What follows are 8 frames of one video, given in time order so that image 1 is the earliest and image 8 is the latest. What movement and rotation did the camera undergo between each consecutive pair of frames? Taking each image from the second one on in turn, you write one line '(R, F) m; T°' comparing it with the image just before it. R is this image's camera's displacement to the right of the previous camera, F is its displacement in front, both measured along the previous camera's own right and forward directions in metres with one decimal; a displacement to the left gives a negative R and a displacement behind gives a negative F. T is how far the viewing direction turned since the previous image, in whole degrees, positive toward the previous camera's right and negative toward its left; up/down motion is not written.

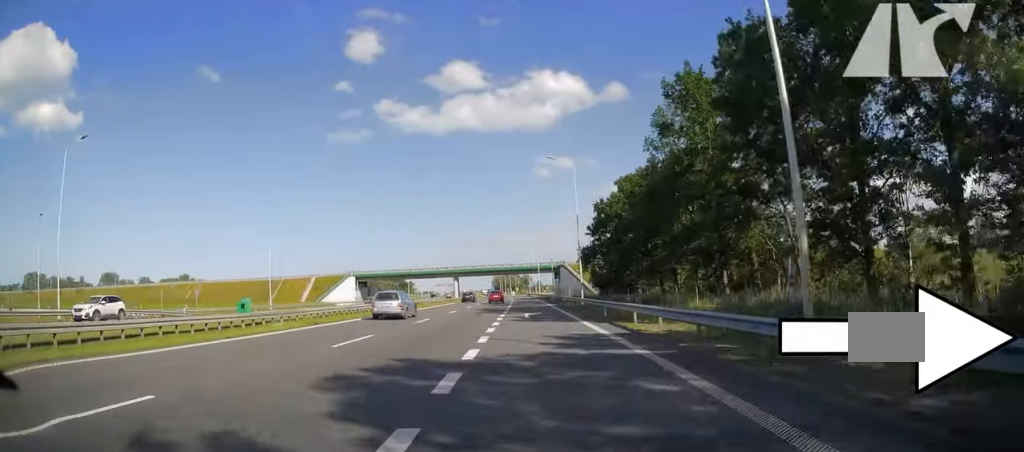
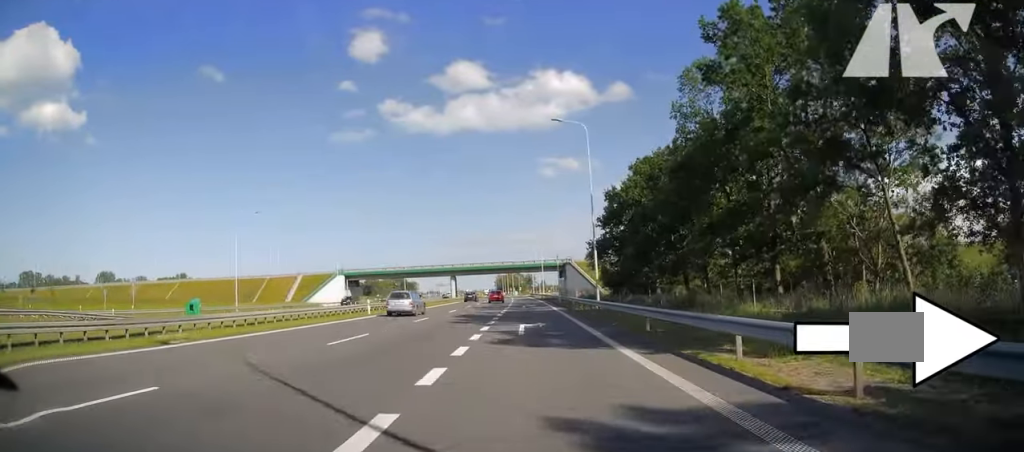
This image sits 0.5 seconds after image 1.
(+0.1, +11.6) m; 0°
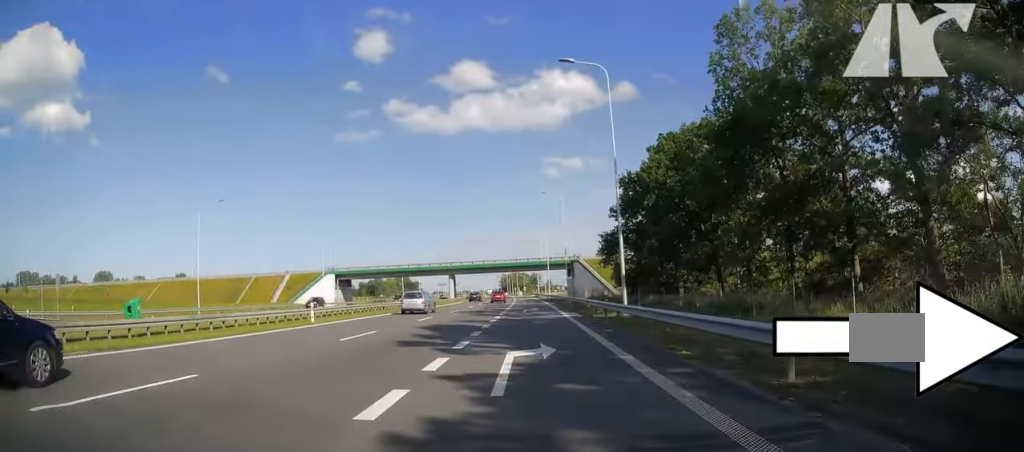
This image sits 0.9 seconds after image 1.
(-0.1, +10.6) m; -1°
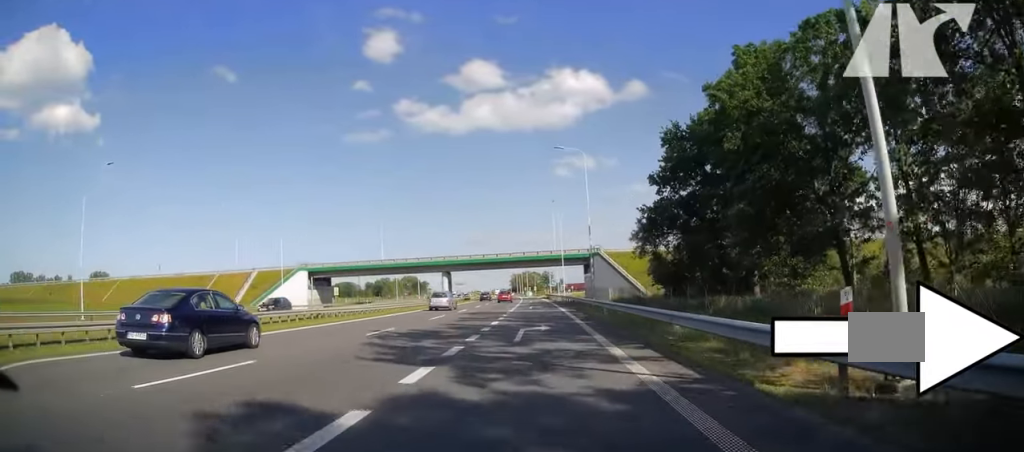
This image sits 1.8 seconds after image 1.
(-0.3, +21.7) m; -1°
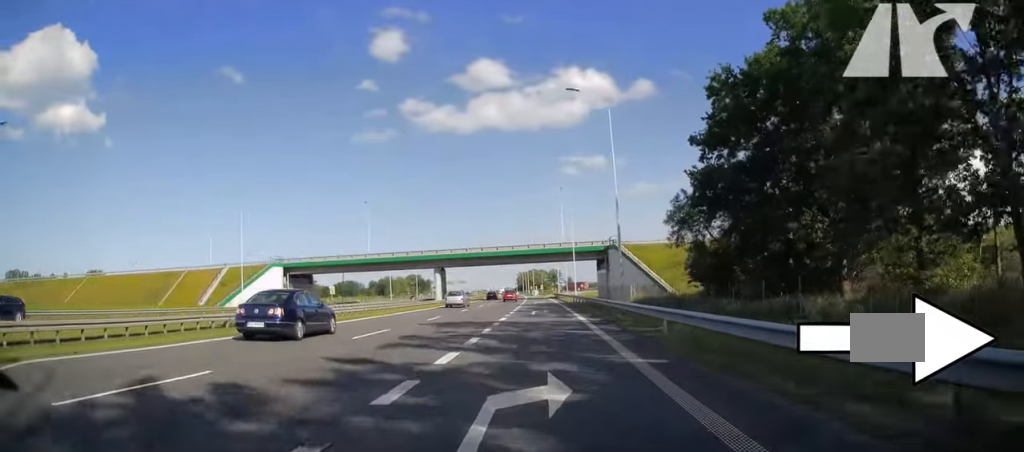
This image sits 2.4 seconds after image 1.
(-0.1, +13.8) m; -1°
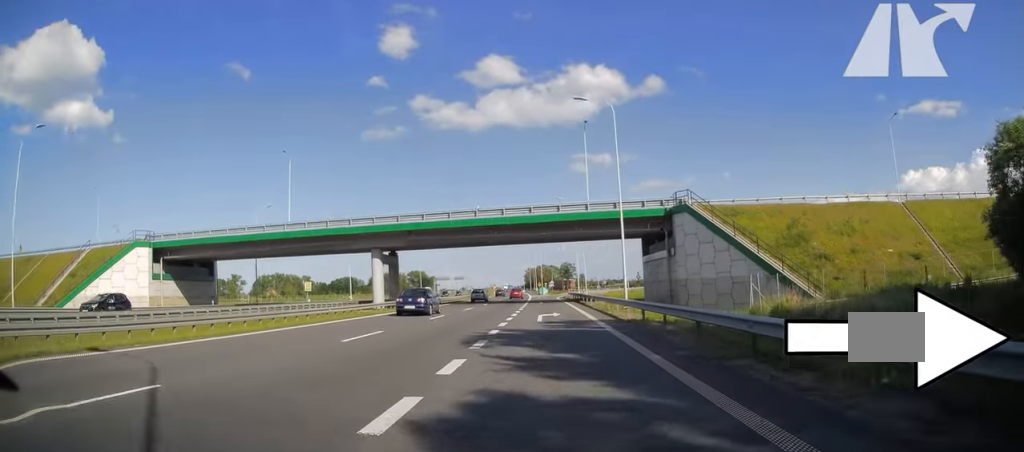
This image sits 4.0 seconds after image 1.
(-0.5, +37.8) m; -1°
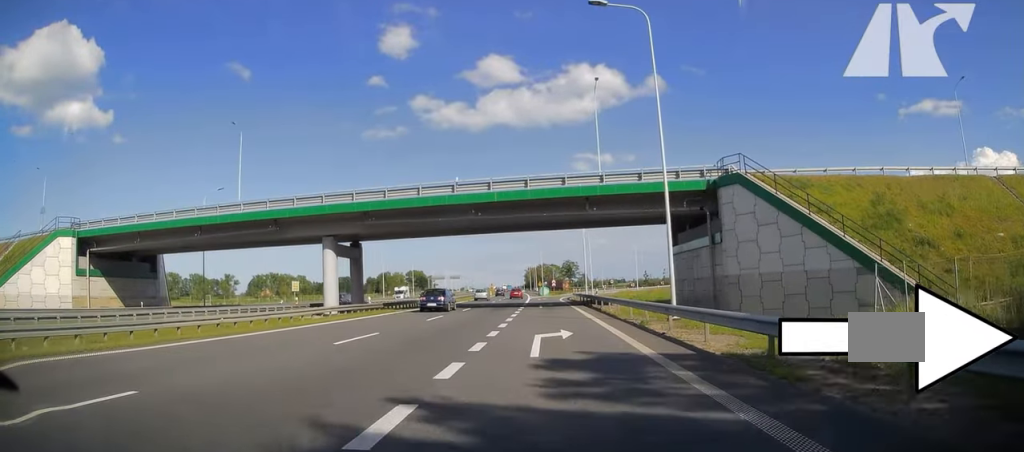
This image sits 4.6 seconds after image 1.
(+0.1, +12.8) m; 0°
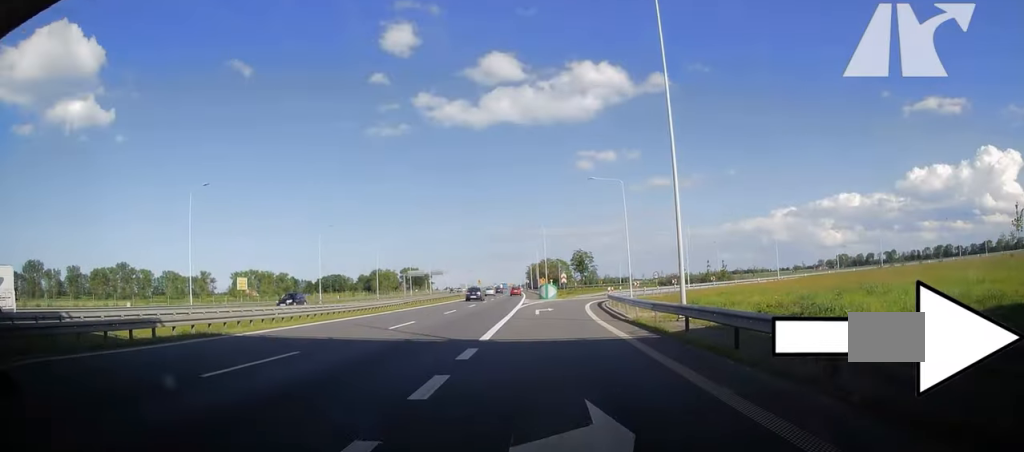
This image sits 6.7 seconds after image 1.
(-0.2, +43.1) m; 0°
